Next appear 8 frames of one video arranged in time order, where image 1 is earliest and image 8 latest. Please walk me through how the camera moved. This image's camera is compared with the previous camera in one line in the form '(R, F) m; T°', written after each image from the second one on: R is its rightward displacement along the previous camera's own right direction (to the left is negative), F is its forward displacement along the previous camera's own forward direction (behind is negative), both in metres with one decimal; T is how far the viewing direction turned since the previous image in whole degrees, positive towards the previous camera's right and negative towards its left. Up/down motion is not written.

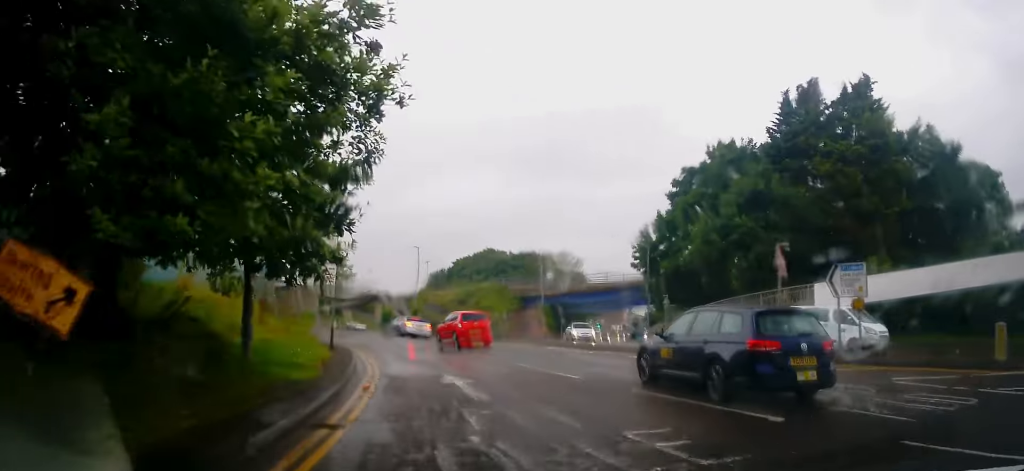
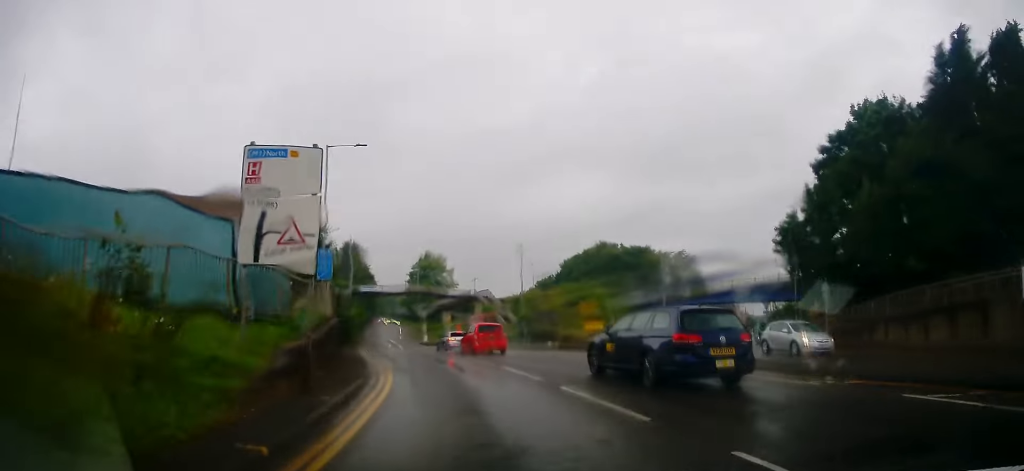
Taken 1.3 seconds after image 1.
(-0.8, +9.6) m; -9°
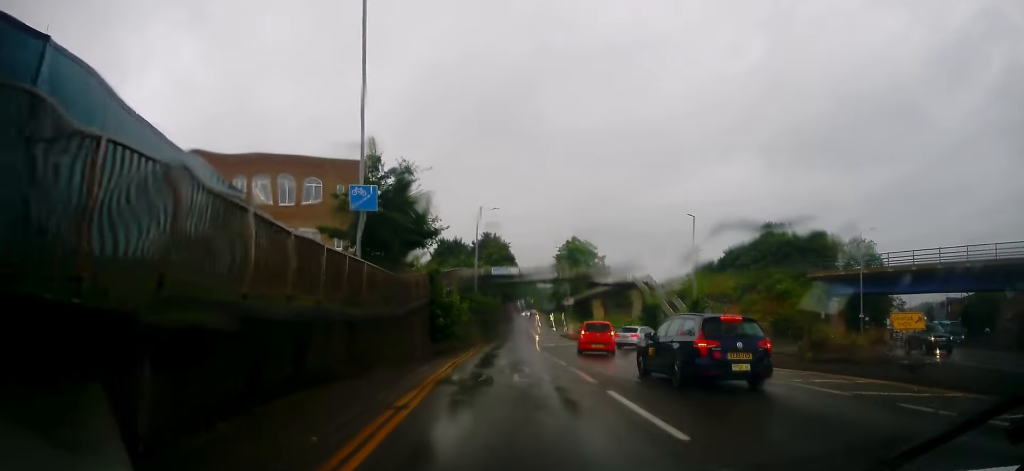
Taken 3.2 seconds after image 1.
(-2.1, +16.4) m; -15°
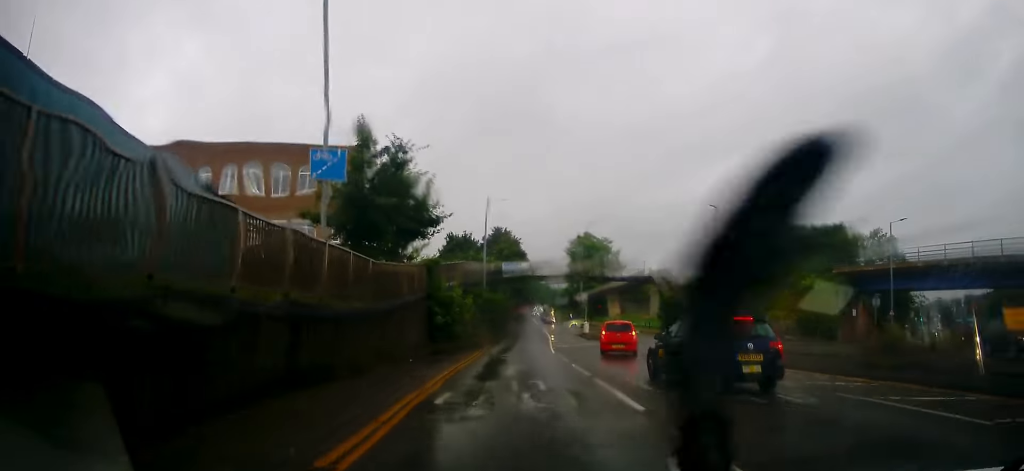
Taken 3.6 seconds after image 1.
(-0.1, +3.8) m; -2°
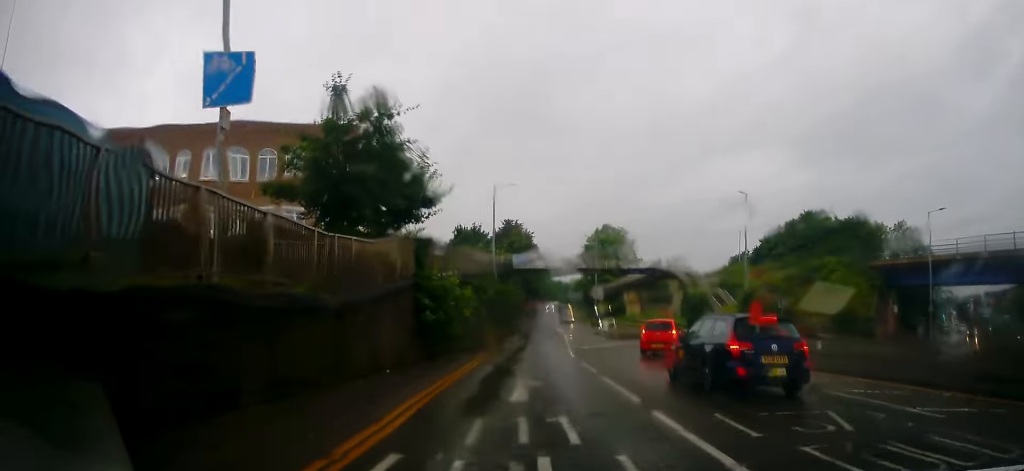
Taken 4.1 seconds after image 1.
(-0.2, +4.8) m; -2°
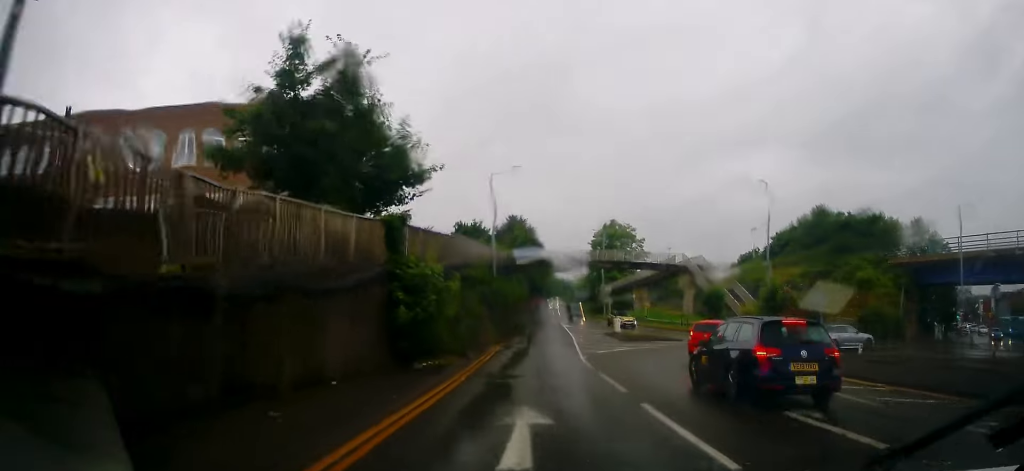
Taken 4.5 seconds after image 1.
(-0.1, +4.3) m; -1°
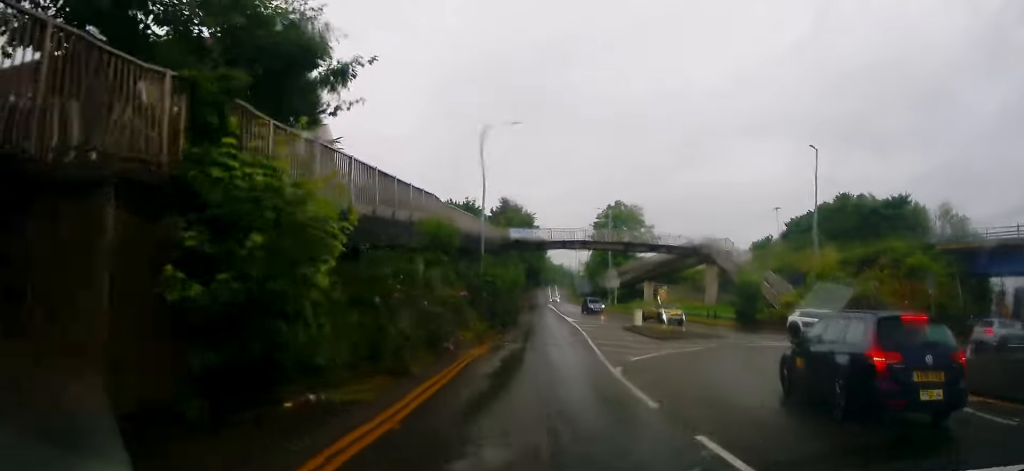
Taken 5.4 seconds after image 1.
(-0.1, +8.8) m; +2°
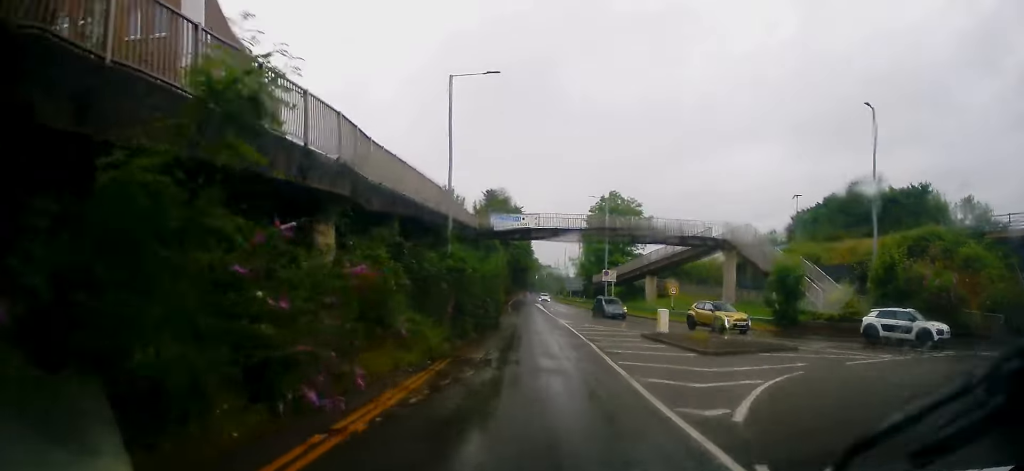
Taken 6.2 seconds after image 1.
(+0.4, +9.0) m; +2°
